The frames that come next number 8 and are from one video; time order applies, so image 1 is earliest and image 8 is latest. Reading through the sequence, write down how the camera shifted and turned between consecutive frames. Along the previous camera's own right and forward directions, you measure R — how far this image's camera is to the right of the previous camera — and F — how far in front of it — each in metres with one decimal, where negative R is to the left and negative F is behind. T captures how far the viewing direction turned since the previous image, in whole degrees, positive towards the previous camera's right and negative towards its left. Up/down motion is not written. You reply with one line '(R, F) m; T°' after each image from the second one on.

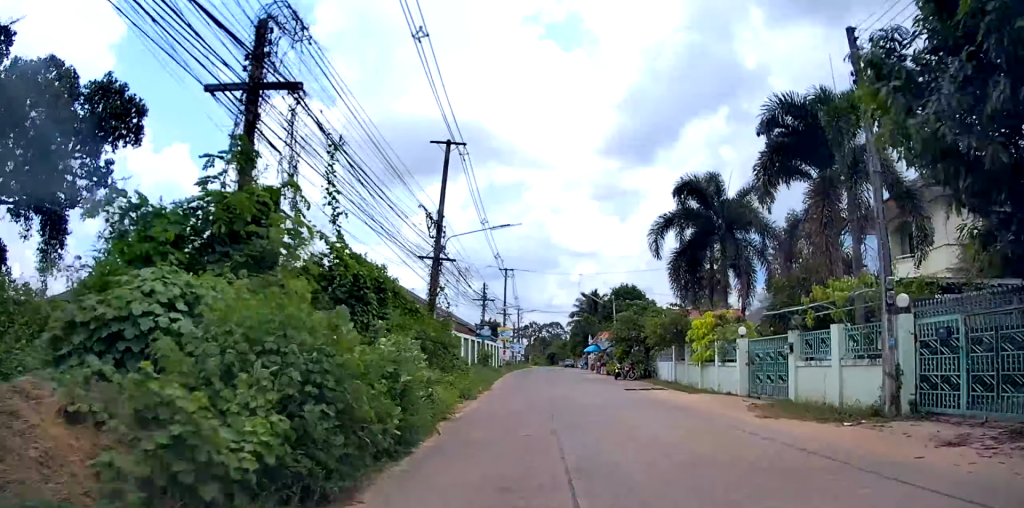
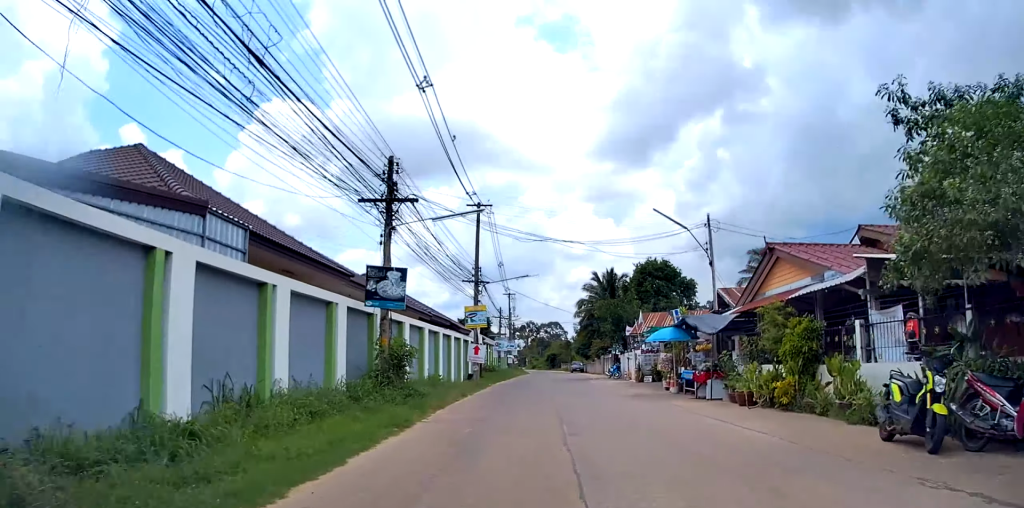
(+0.2, +27.5) m; 0°
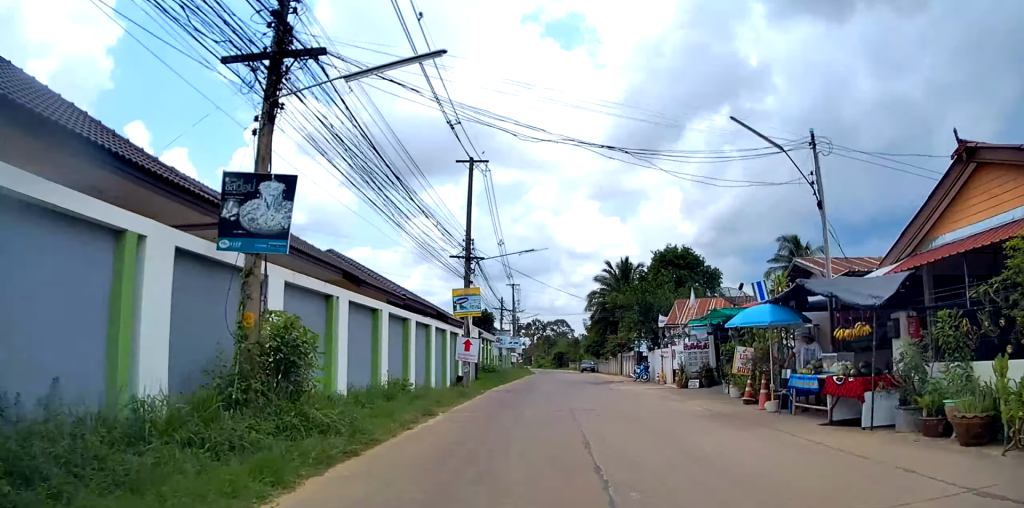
(-0.1, +8.0) m; 0°
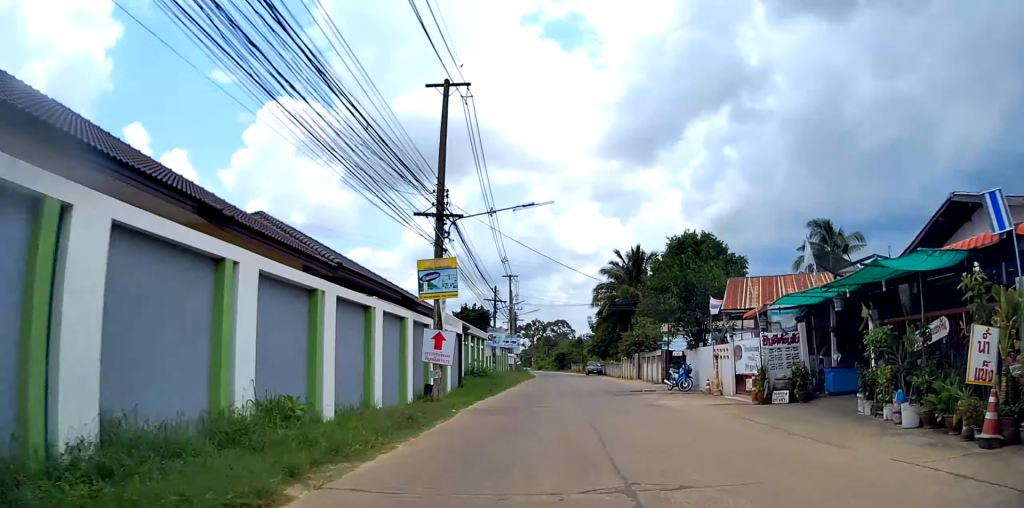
(+0.1, +9.1) m; +1°
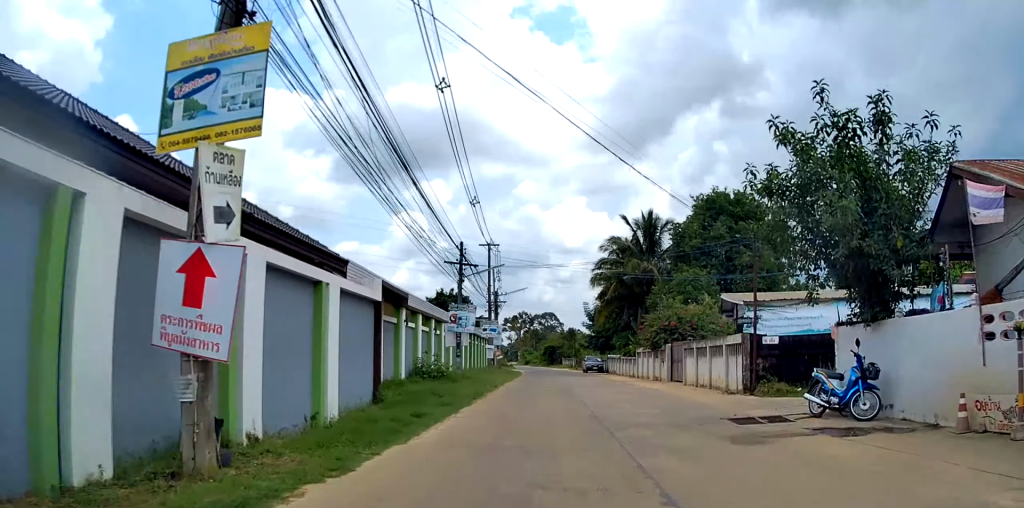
(+0.1, +14.0) m; 0°
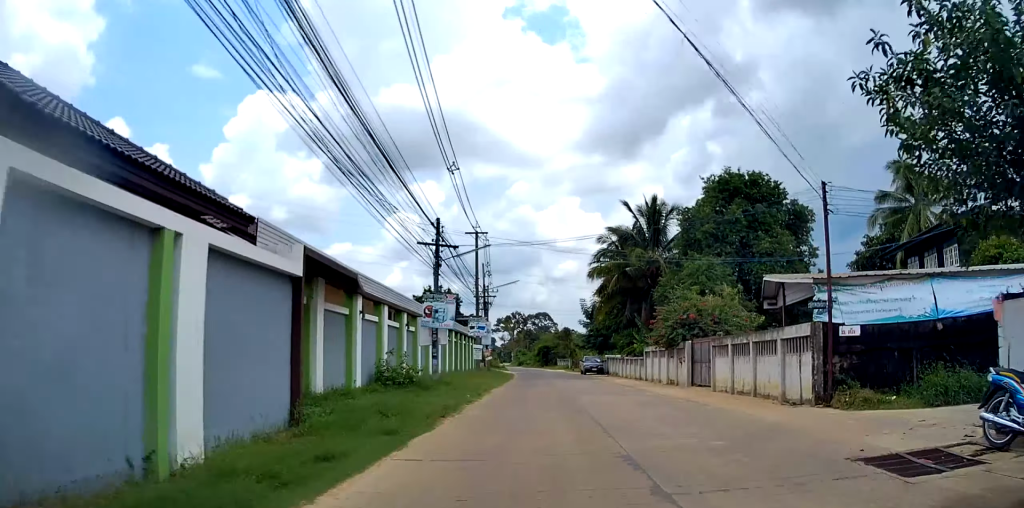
(0.0, +5.2) m; -1°
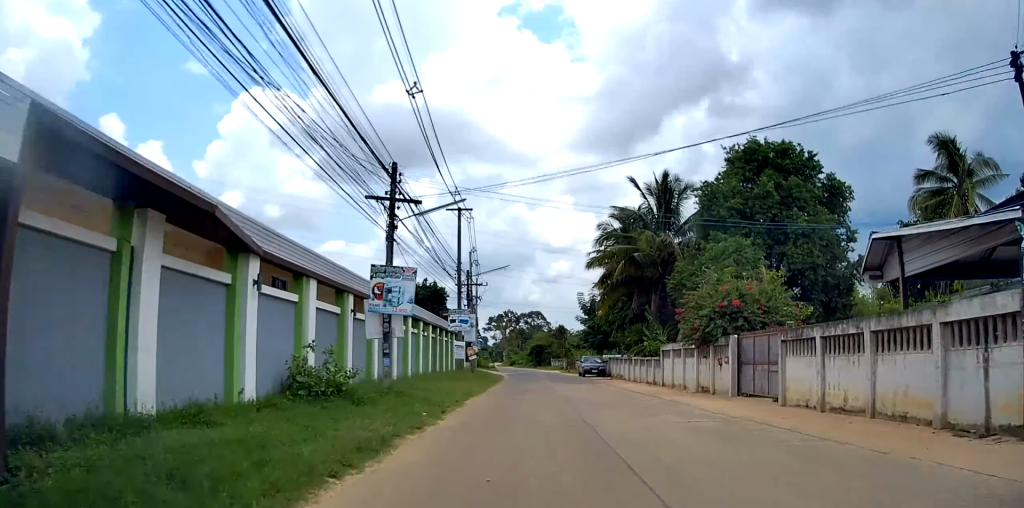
(-0.1, +6.8) m; -1°
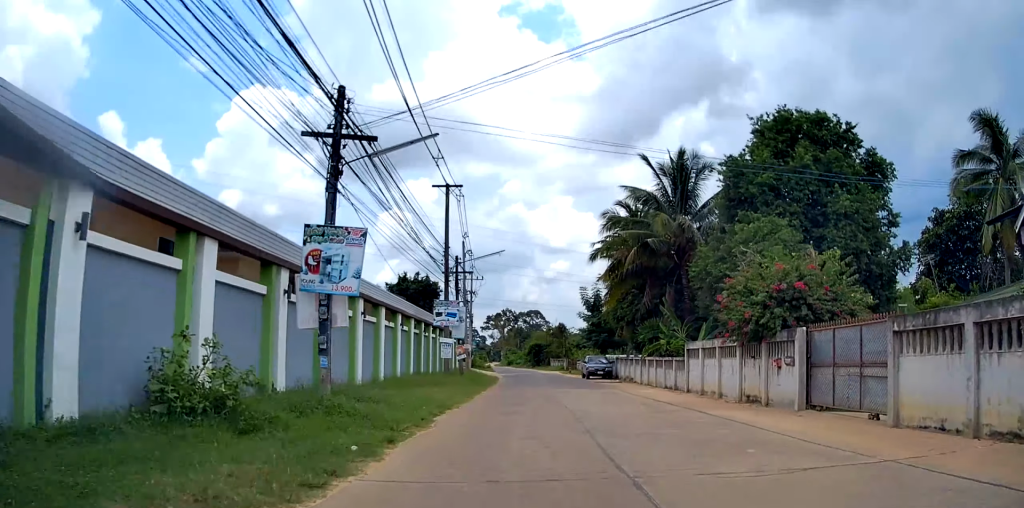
(-0.1, +5.2) m; -1°
